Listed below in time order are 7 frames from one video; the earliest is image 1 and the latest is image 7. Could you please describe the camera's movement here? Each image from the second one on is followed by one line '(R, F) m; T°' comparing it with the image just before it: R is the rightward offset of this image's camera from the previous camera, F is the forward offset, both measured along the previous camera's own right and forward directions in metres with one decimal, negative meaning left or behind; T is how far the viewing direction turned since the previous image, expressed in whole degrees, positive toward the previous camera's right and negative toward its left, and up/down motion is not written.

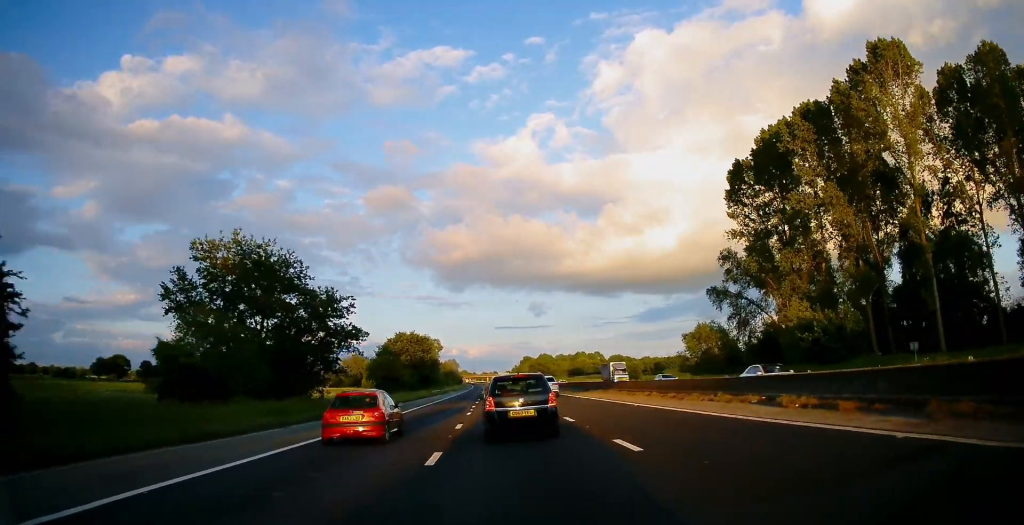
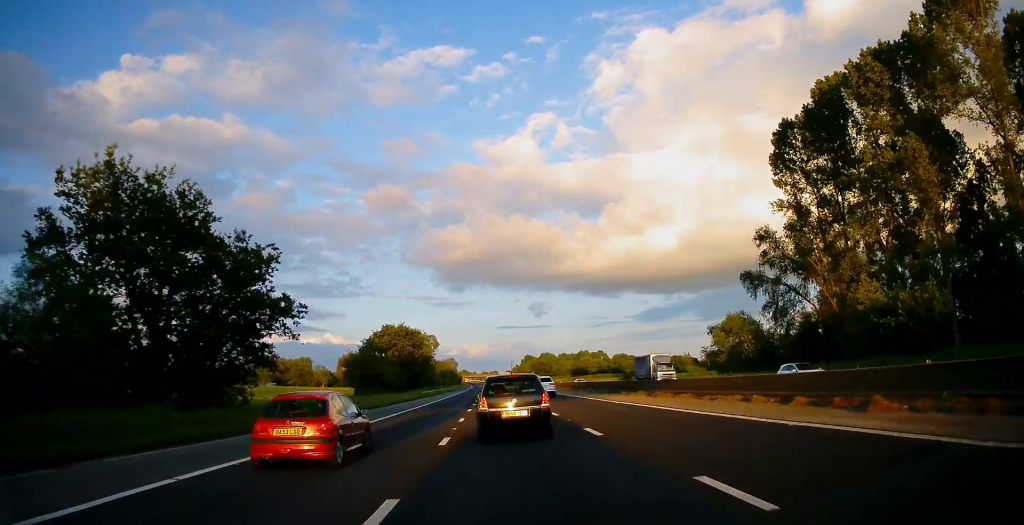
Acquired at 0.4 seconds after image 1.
(-0.1, +13.8) m; 0°
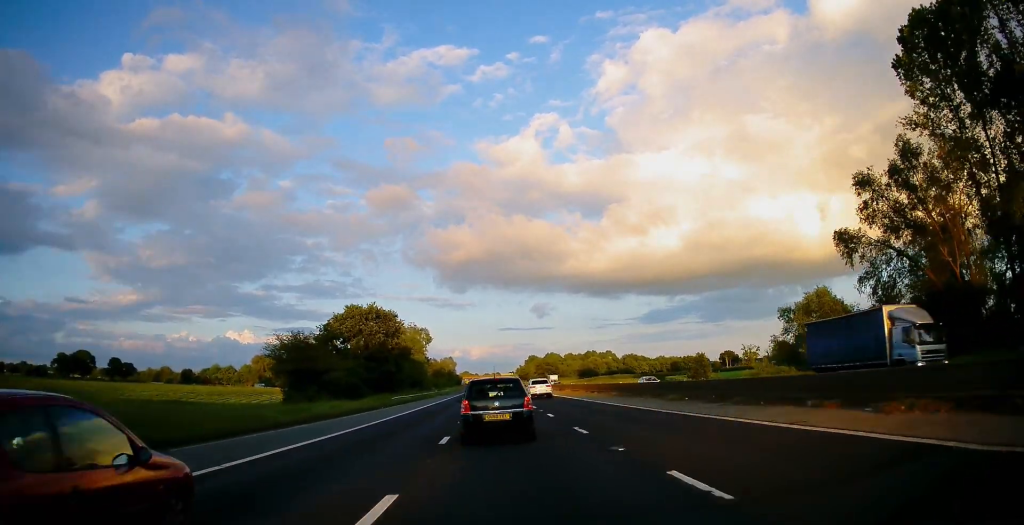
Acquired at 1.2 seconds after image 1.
(-0.2, +25.6) m; 0°
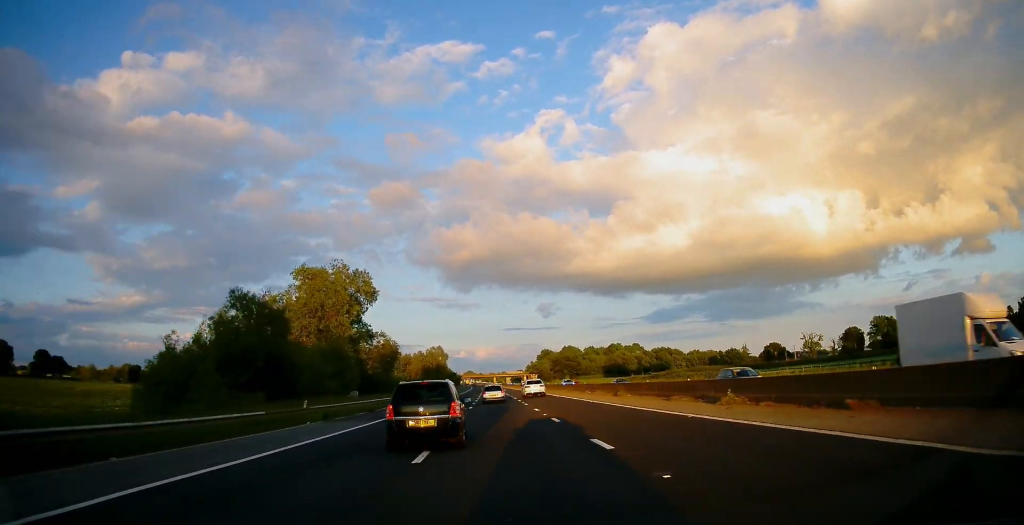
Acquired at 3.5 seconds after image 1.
(-0.2, +73.6) m; -1°
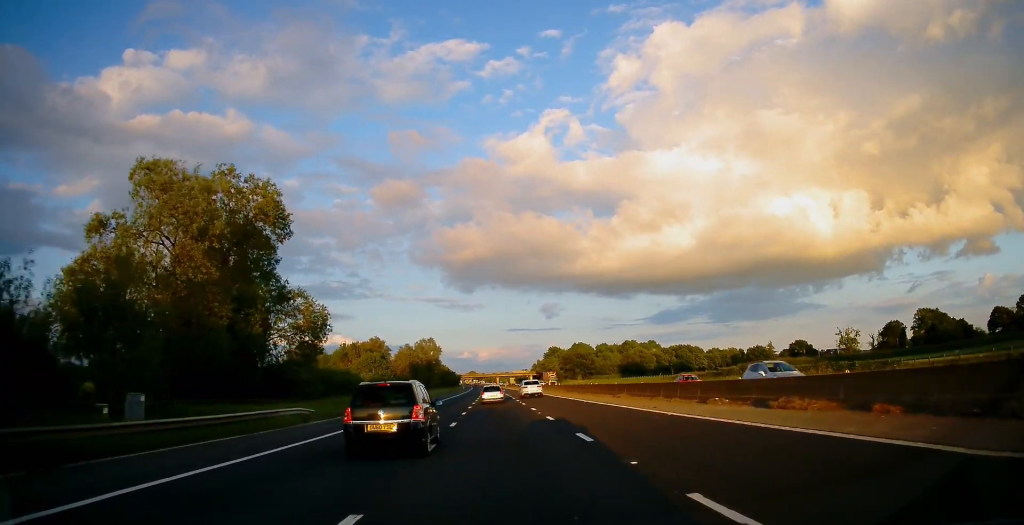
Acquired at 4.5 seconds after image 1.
(0.0, +33.3) m; 0°
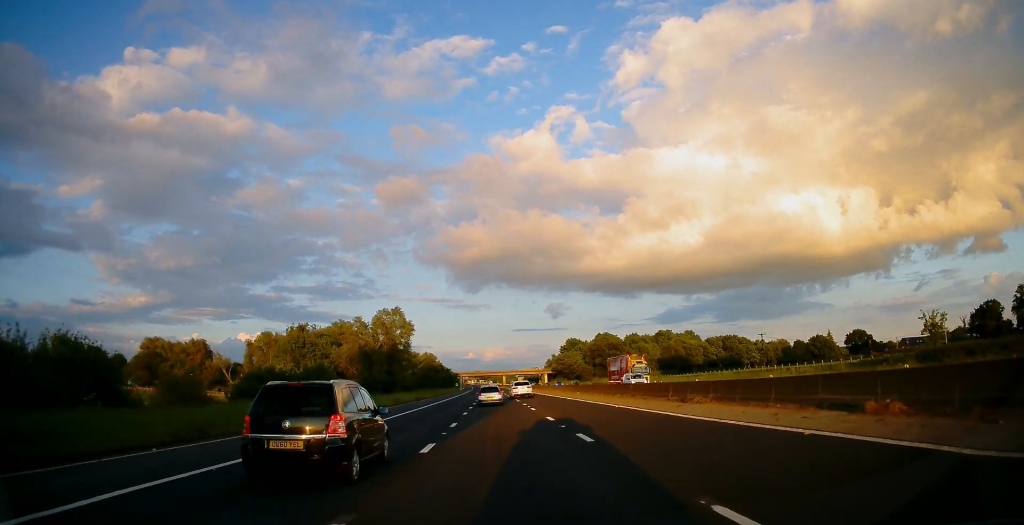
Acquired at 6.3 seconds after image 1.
(-0.5, +60.9) m; -1°
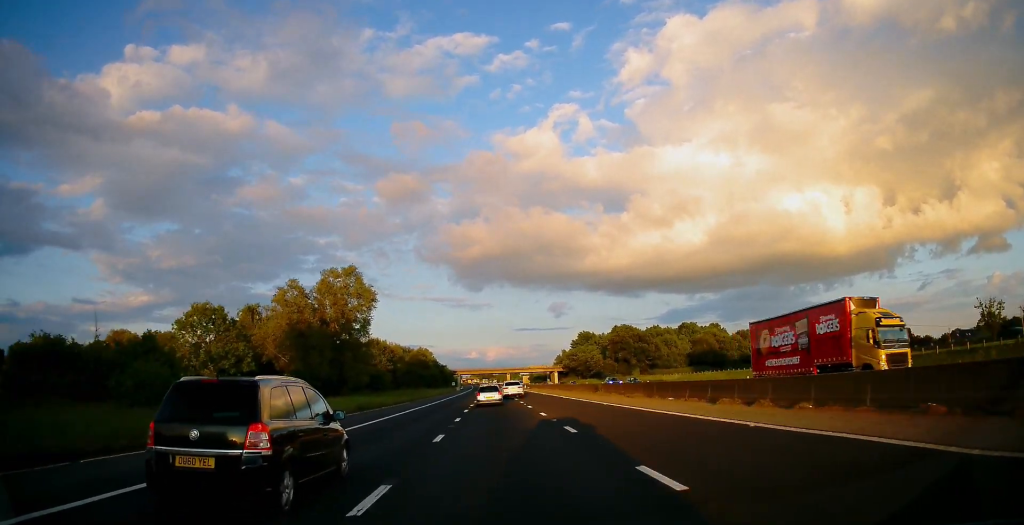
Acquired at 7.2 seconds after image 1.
(+0.2, +32.5) m; 0°
